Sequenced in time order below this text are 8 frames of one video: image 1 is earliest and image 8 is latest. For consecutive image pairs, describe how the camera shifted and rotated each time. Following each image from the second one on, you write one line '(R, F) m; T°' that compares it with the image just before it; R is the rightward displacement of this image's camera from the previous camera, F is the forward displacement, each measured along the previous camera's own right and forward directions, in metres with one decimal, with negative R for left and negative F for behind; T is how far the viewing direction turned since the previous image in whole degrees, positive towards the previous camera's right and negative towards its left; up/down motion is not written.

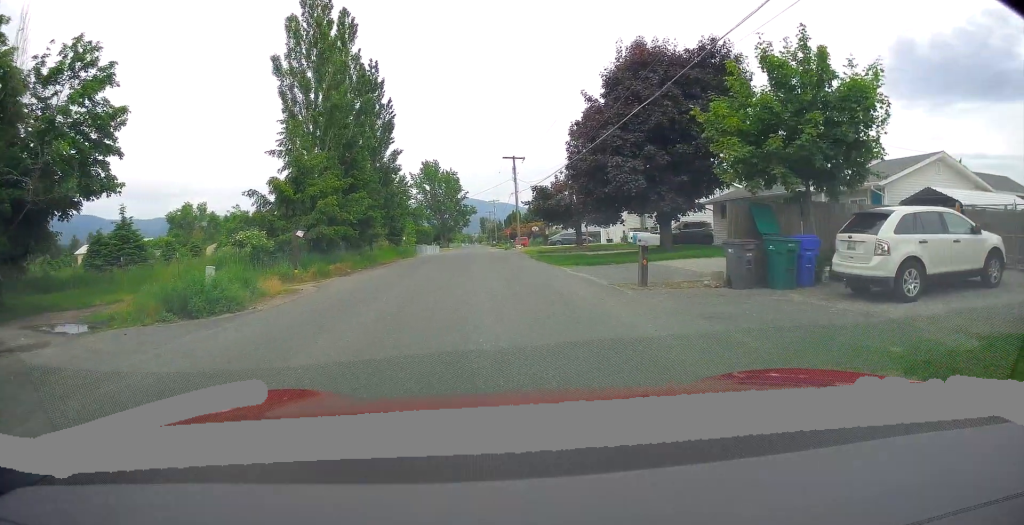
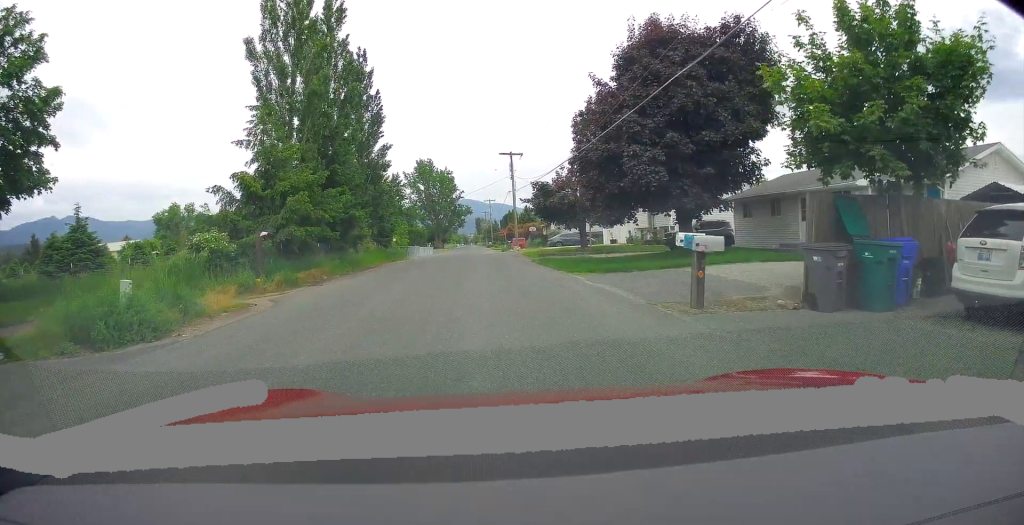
(-0.2, +3.8) m; 0°
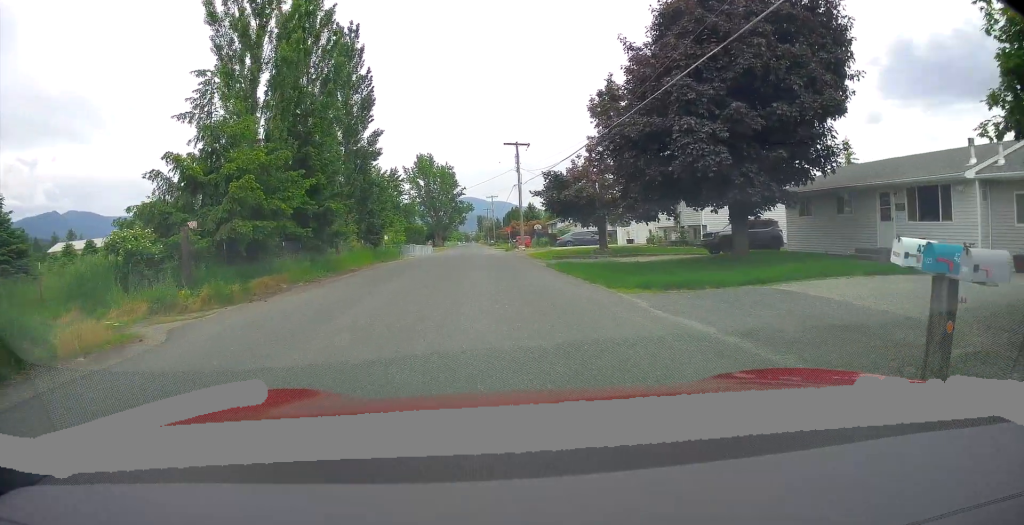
(+0.1, +5.8) m; +2°
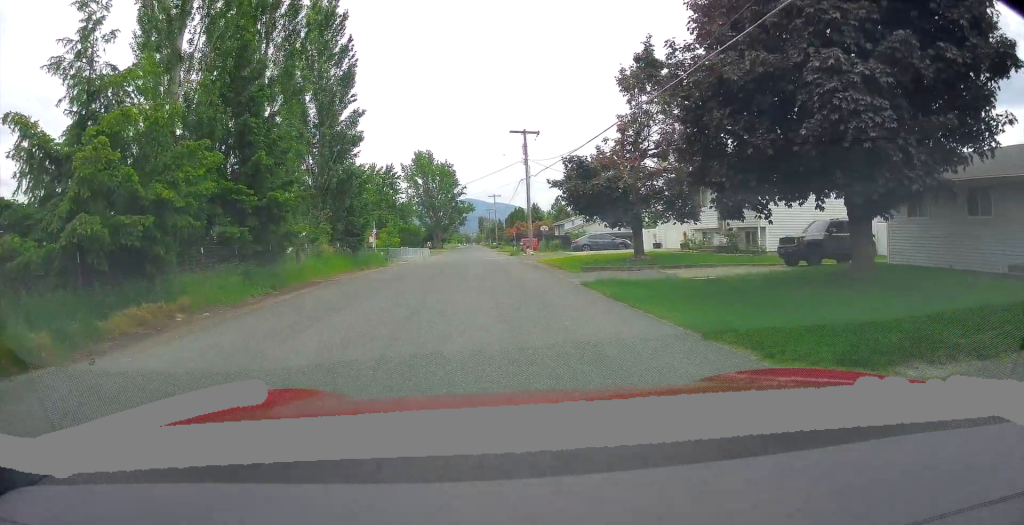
(+0.2, +7.2) m; +2°
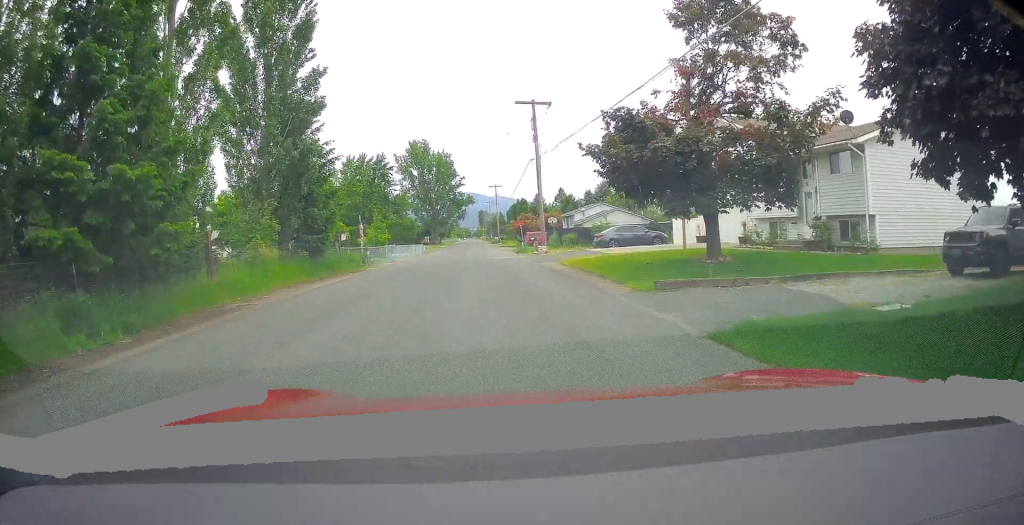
(+0.2, +8.5) m; -2°
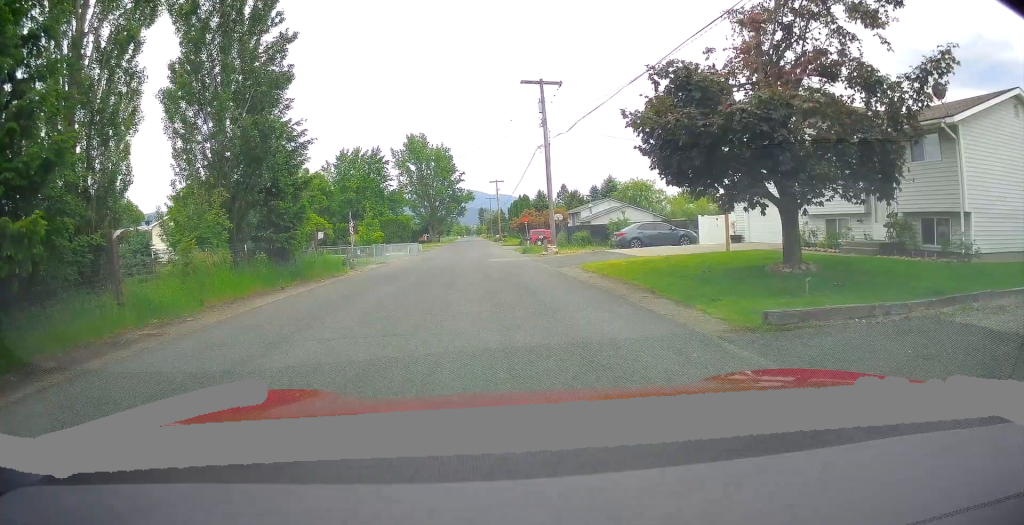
(-0.3, +4.8) m; -1°
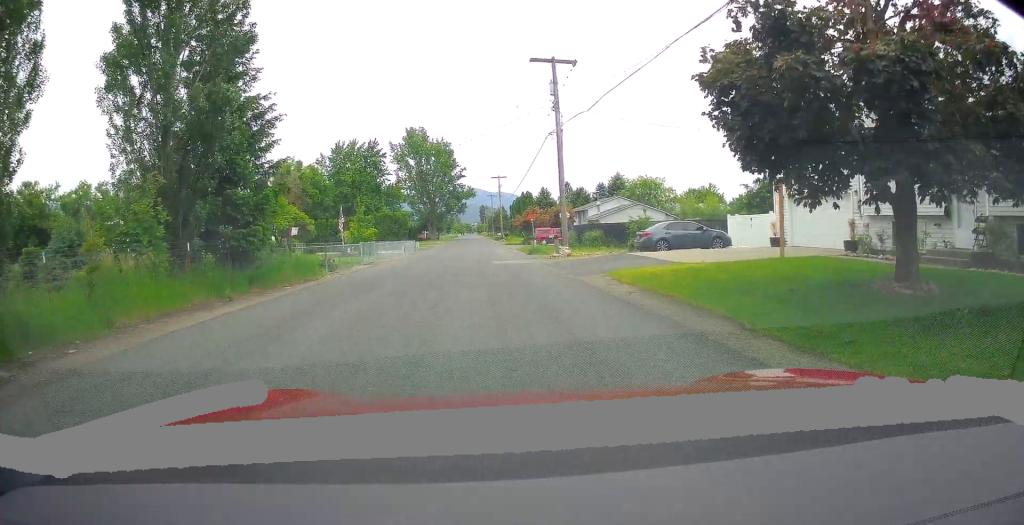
(-0.2, +4.4) m; -1°
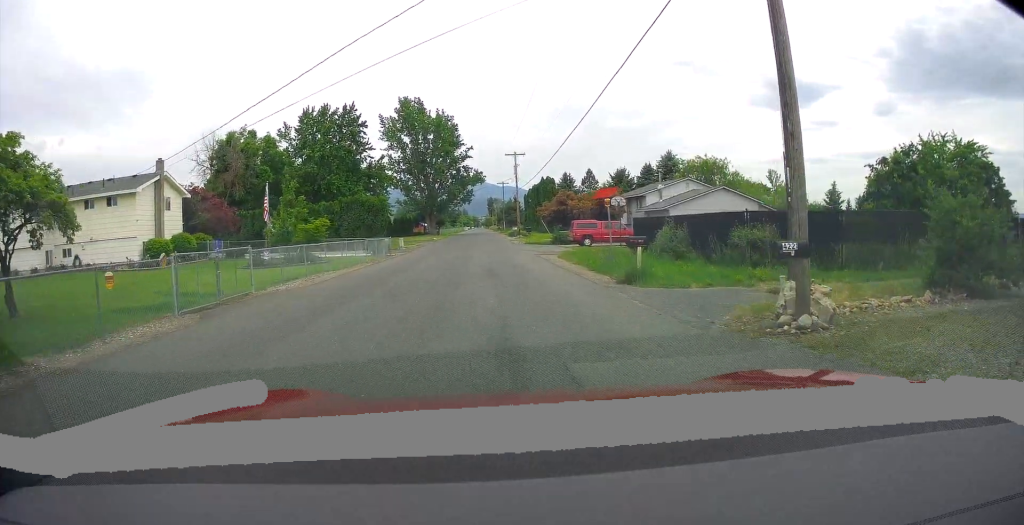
(+0.7, +21.1) m; +2°
